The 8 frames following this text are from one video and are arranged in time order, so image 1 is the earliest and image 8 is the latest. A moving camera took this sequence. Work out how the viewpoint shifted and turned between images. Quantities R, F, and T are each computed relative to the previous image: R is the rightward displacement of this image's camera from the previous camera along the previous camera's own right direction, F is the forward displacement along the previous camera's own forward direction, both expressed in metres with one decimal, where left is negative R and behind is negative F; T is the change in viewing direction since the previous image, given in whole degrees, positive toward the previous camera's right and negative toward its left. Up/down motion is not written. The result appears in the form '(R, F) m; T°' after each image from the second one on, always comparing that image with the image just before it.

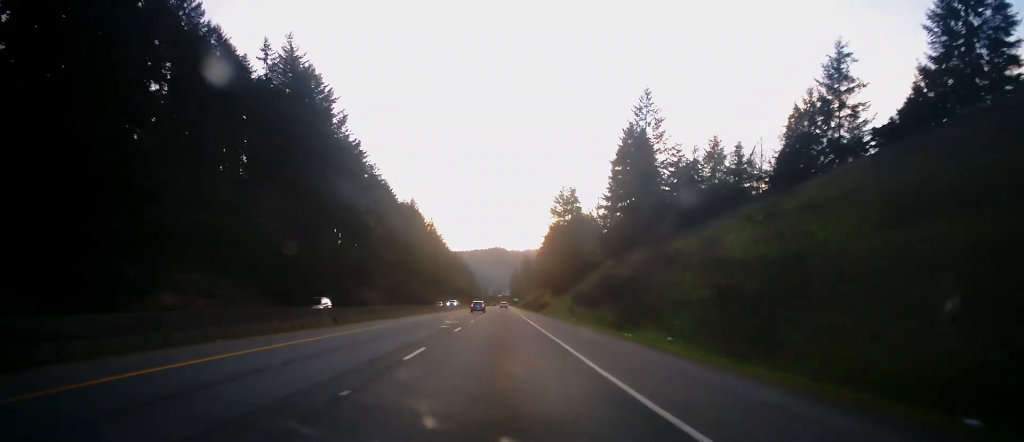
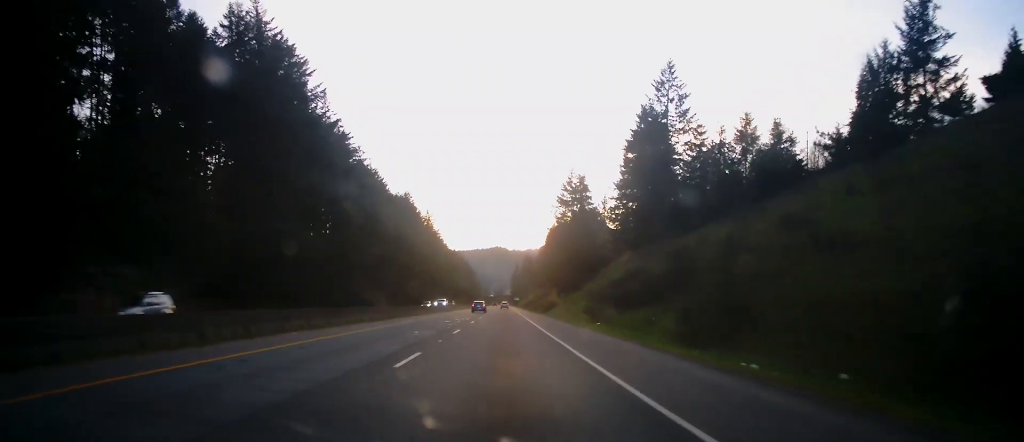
(0.0, +13.6) m; 0°
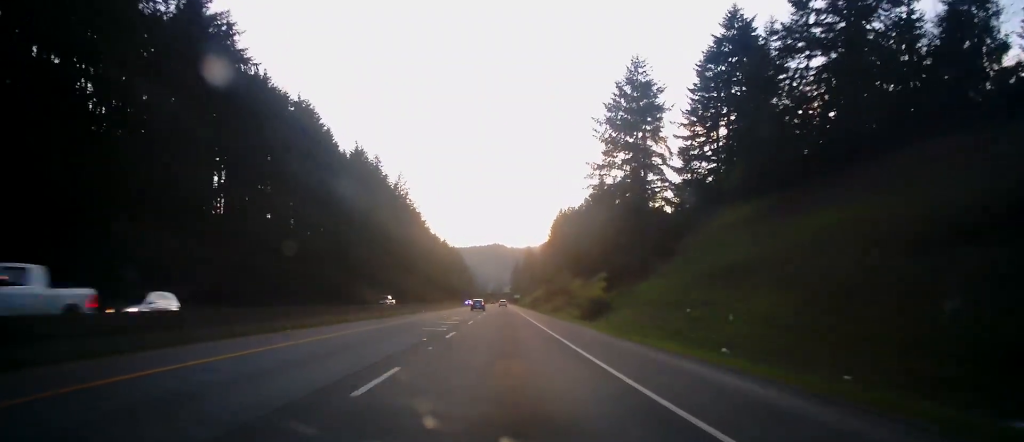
(0.0, +52.9) m; 0°
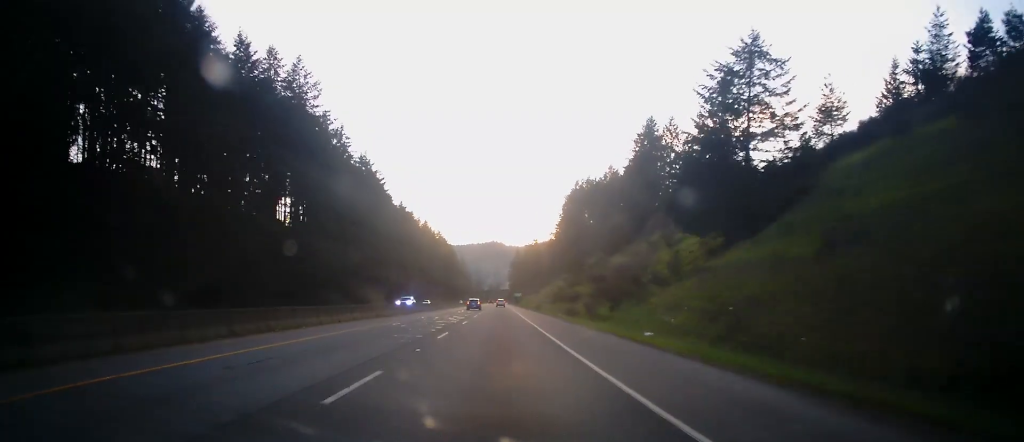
(-0.5, +74.9) m; -1°
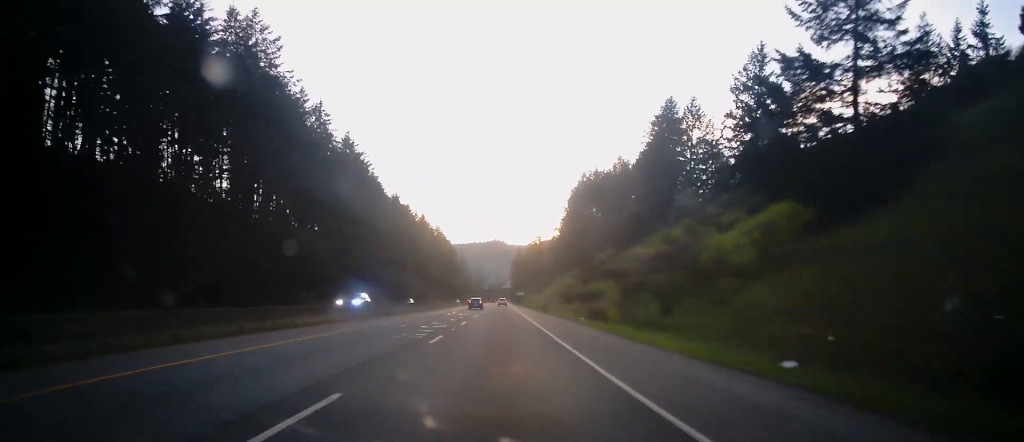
(-0.1, +15.1) m; 0°
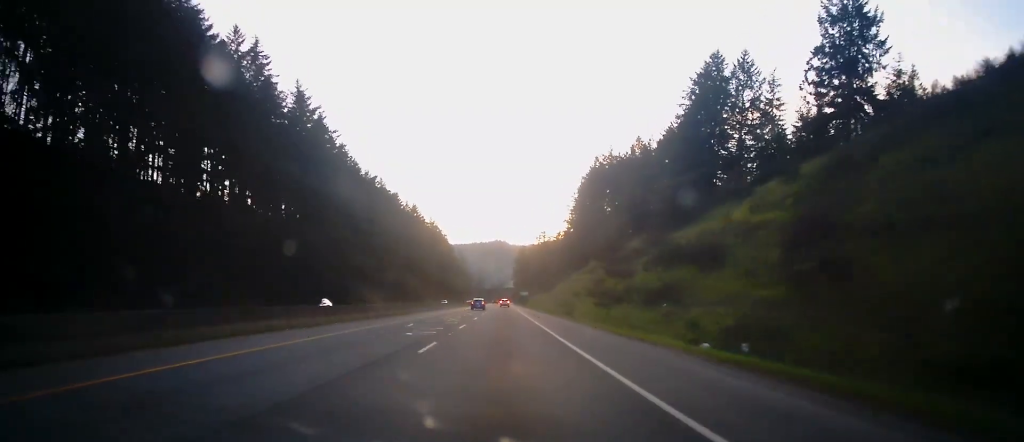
(+0.3, +27.5) m; 0°
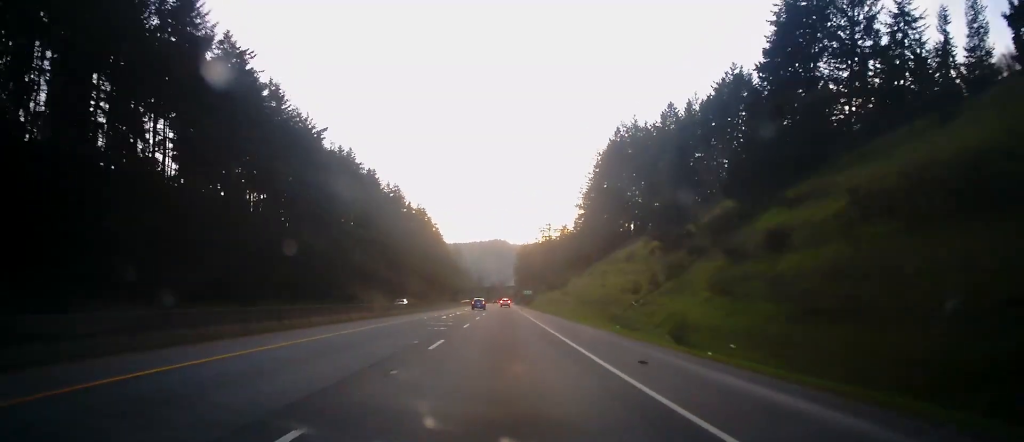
(0.0, +35.5) m; 0°
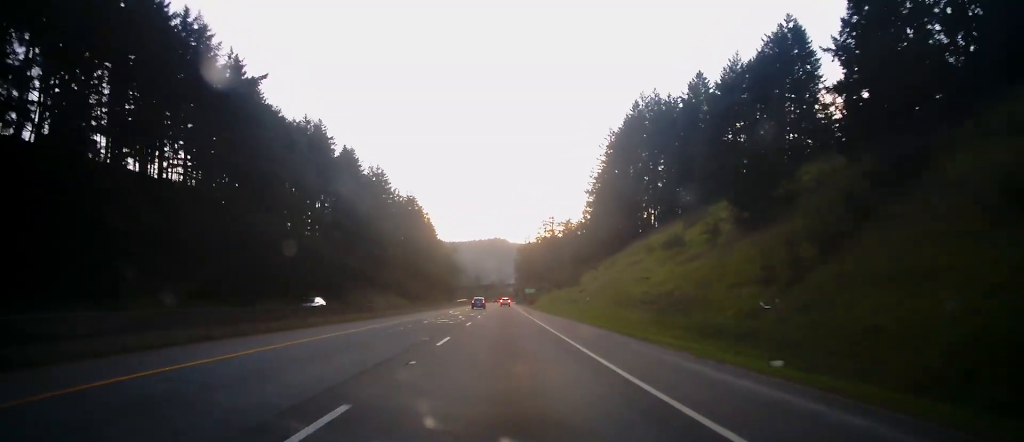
(+0.1, +23.1) m; 0°
